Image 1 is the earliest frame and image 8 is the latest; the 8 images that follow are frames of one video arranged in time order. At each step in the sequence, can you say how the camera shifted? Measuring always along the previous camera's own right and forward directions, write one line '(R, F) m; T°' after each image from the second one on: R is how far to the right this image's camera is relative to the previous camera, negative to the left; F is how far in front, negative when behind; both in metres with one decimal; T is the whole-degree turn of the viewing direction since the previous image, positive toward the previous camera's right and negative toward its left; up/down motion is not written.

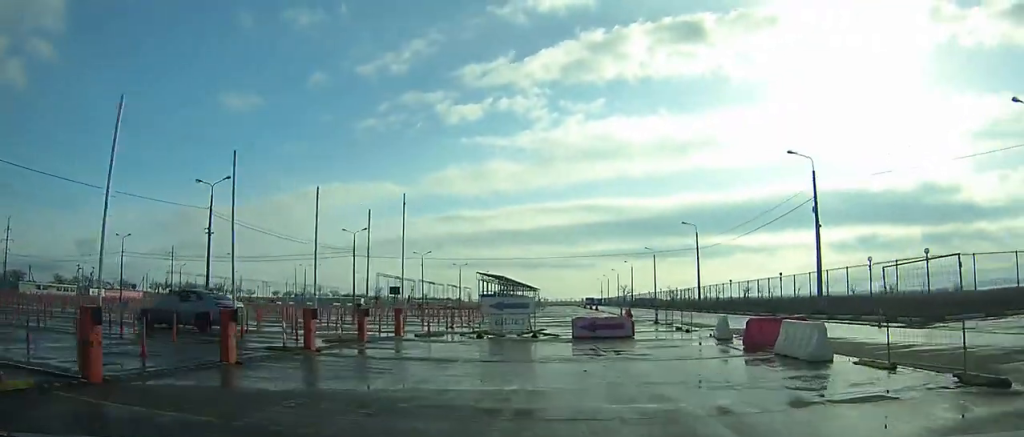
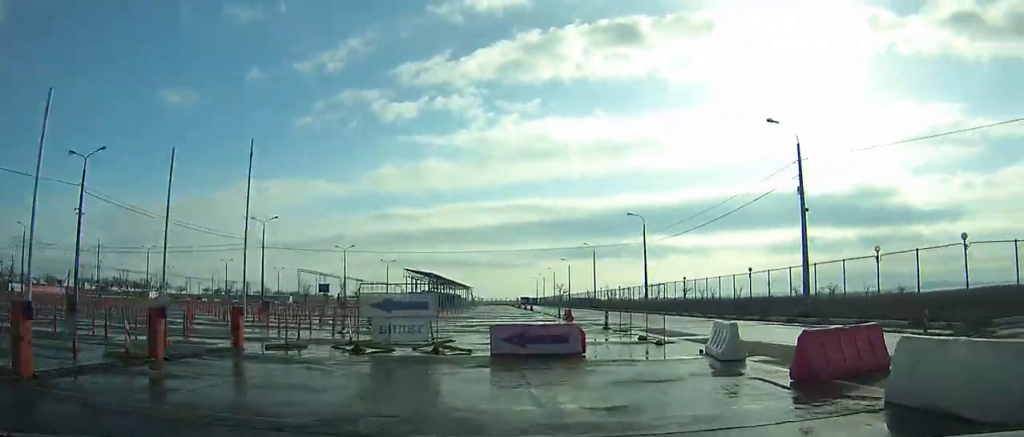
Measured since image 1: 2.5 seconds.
(-0.1, +6.8) m; -11°
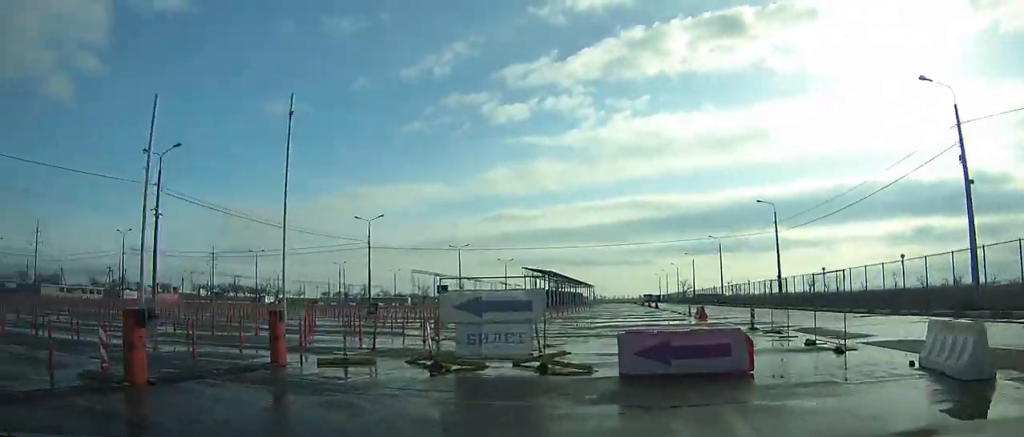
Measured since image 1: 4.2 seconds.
(+0.1, +4.3) m; -14°
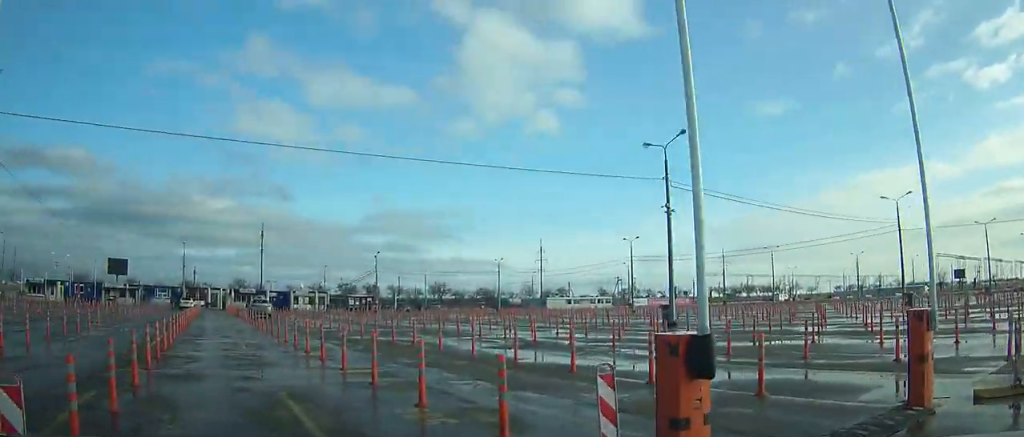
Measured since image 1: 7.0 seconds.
(-1.9, +6.4) m; -39°
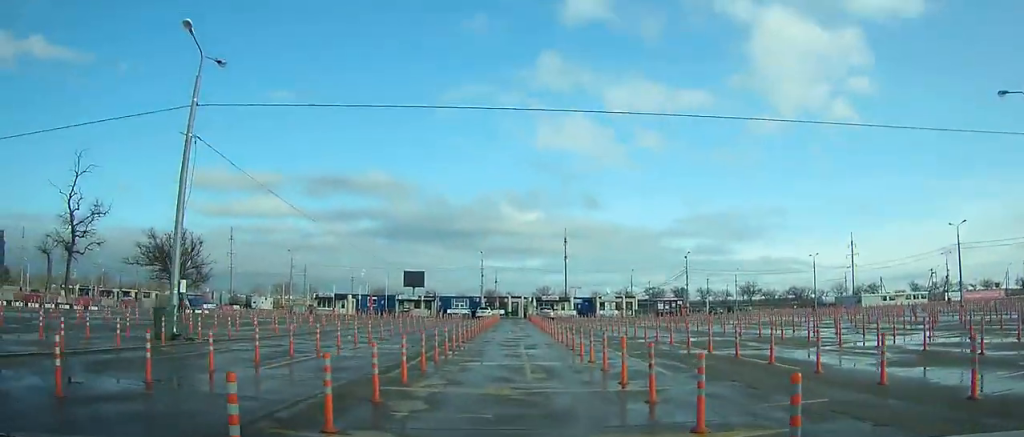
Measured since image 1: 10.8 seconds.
(-4.0, +11.3) m; -21°
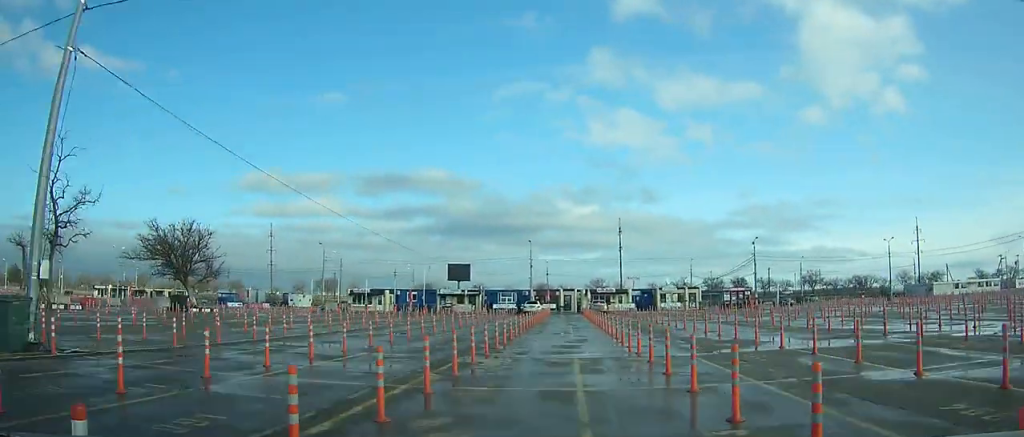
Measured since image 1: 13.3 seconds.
(-0.1, +10.2) m; -1°
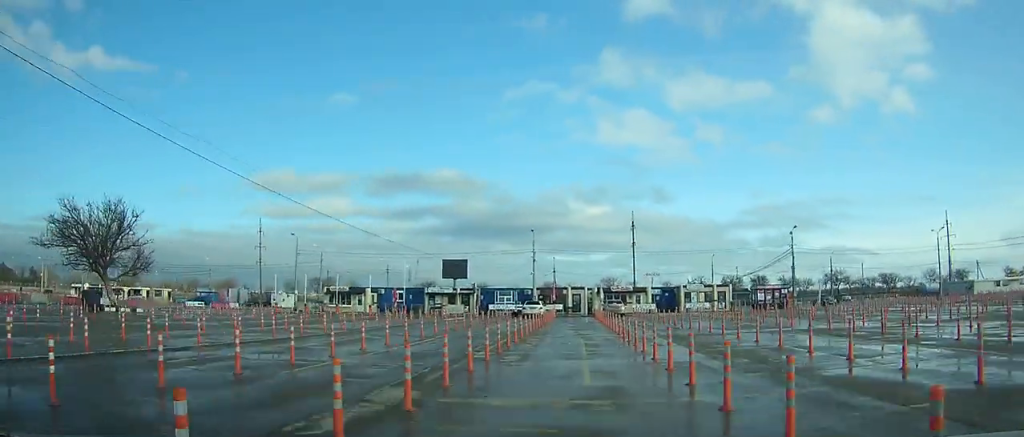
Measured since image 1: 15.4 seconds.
(0.0, +10.2) m; 0°
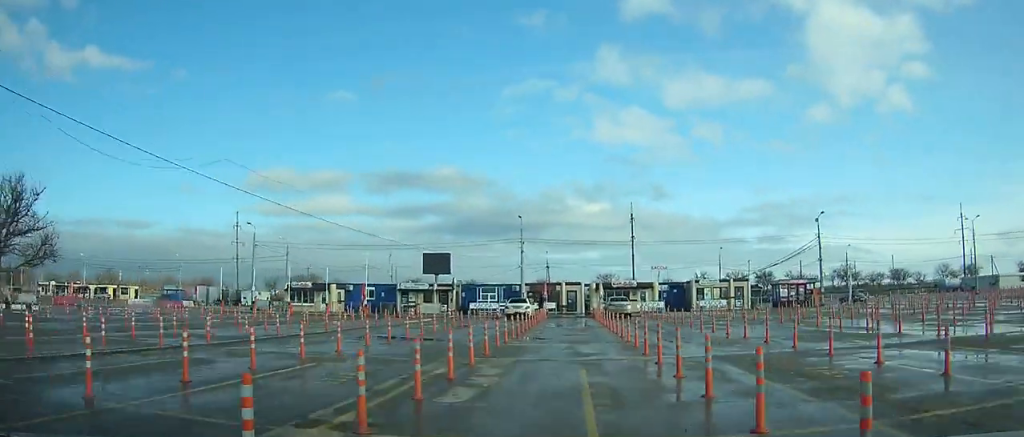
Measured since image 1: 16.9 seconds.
(0.0, +7.7) m; 0°
